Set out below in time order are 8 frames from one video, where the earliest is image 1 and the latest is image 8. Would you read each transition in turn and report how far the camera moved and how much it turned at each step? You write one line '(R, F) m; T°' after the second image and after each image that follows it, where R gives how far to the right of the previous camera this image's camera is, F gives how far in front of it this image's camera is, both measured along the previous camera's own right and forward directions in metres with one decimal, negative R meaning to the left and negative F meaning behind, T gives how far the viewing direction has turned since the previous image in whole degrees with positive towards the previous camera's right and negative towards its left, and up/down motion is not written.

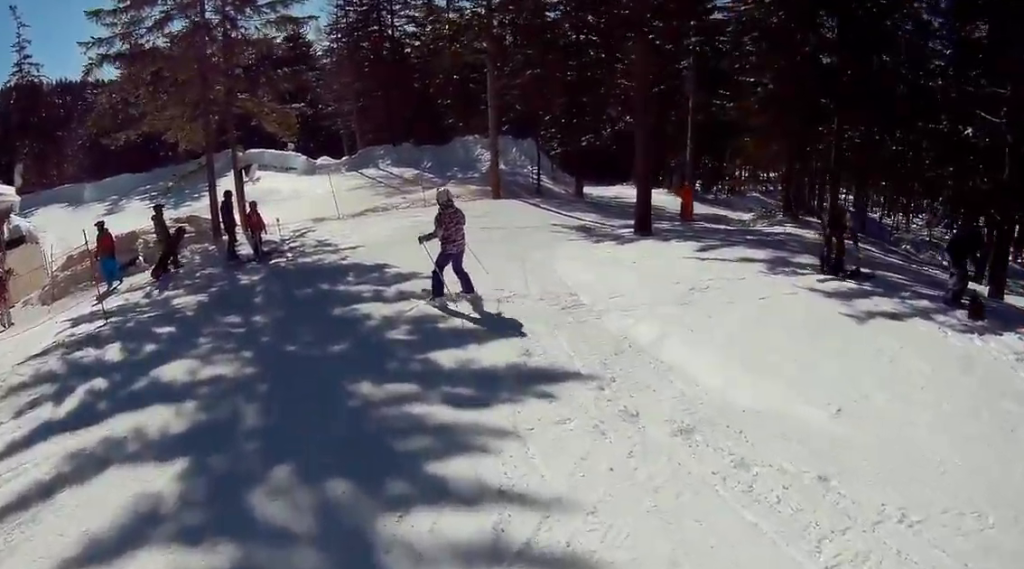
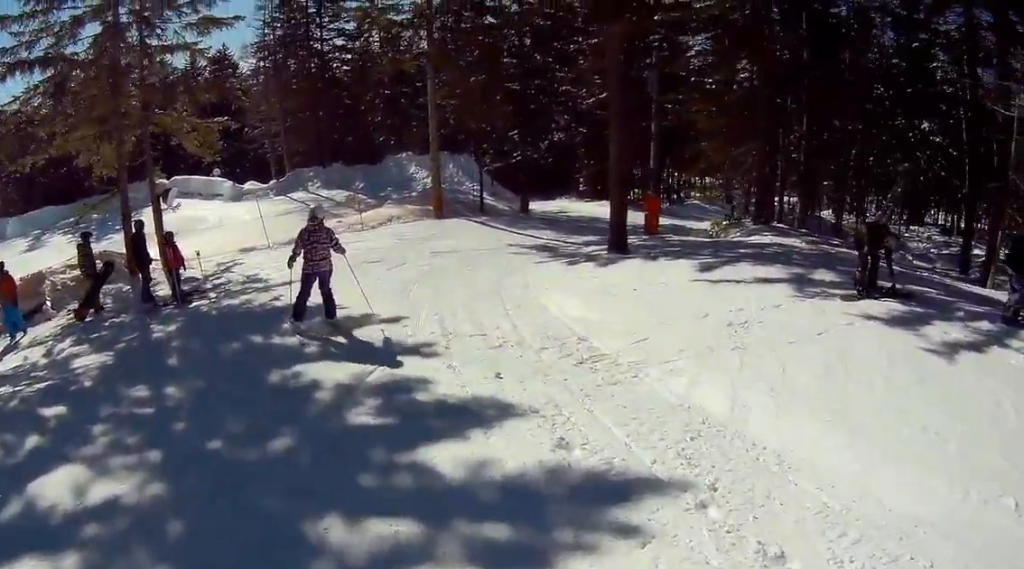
(0.0, +3.6) m; -1°
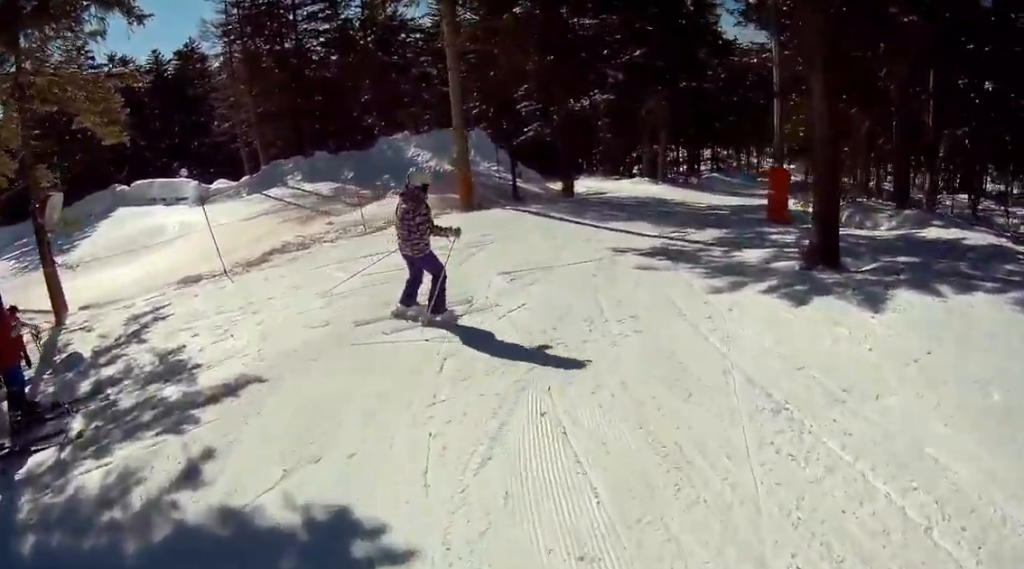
(+0.6, +7.6) m; +17°
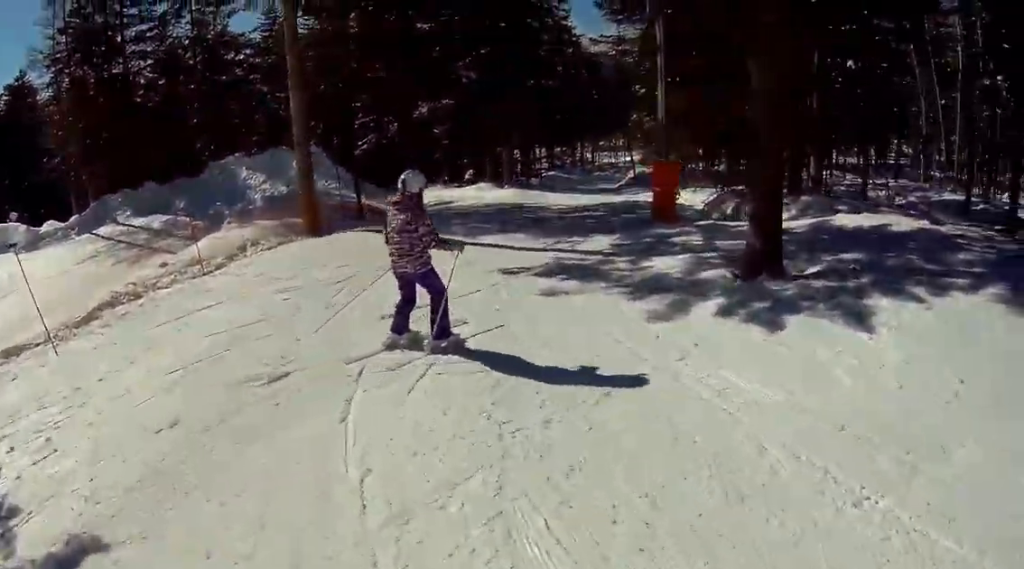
(+0.1, +1.9) m; +9°
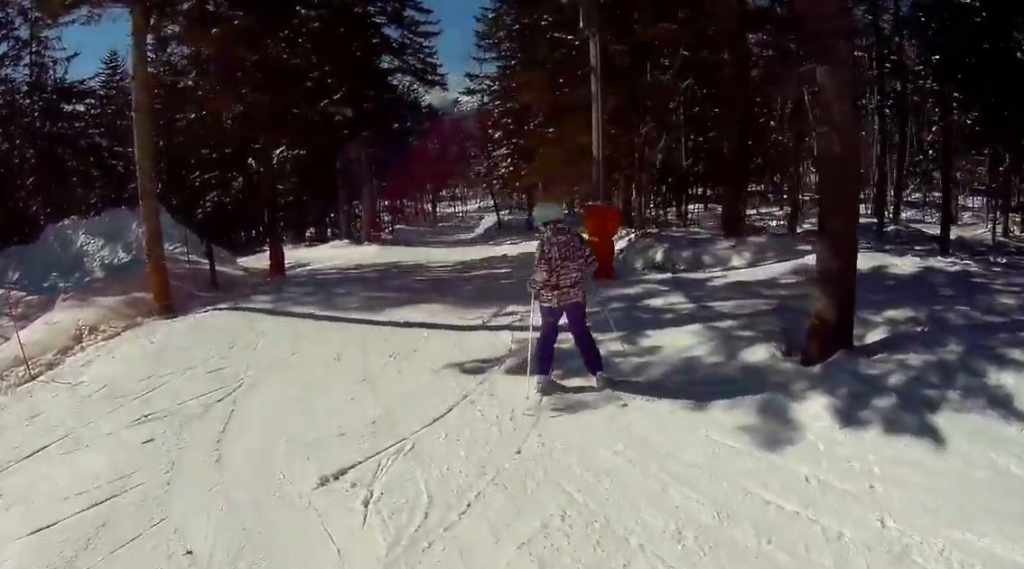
(0.0, +3.1) m; +24°
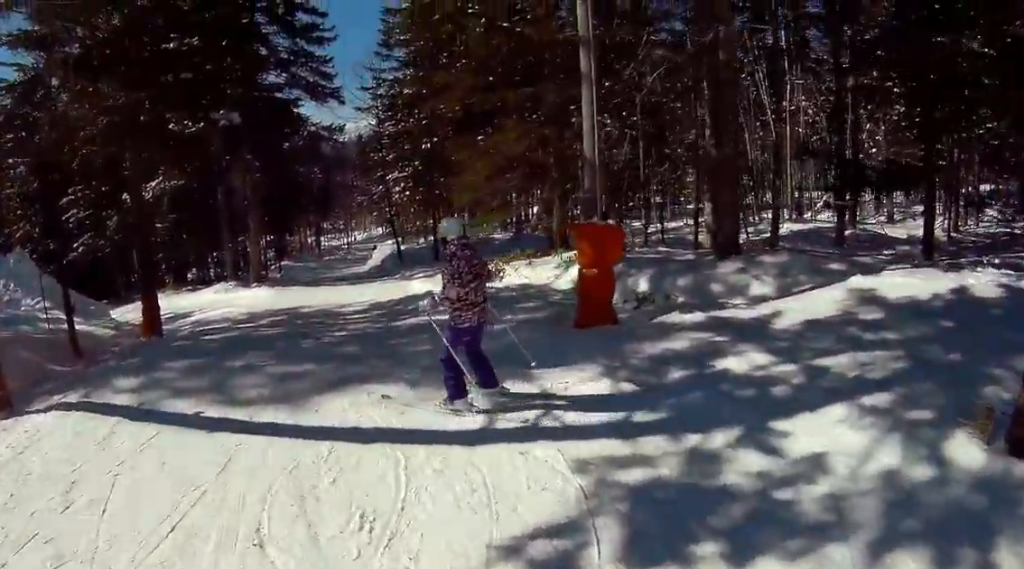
(+1.6, +2.0) m; +45°
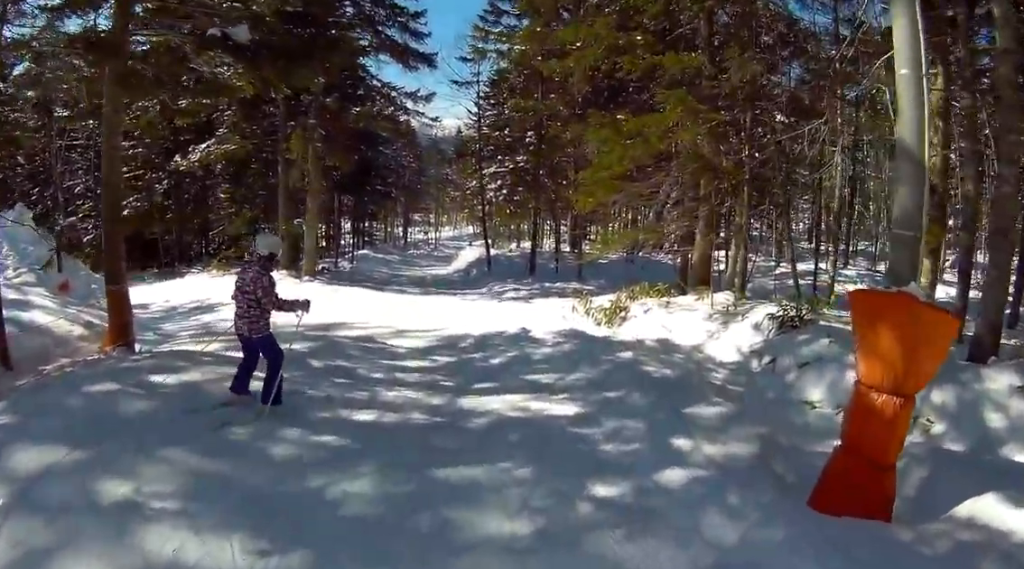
(-0.9, +3.9) m; -44°
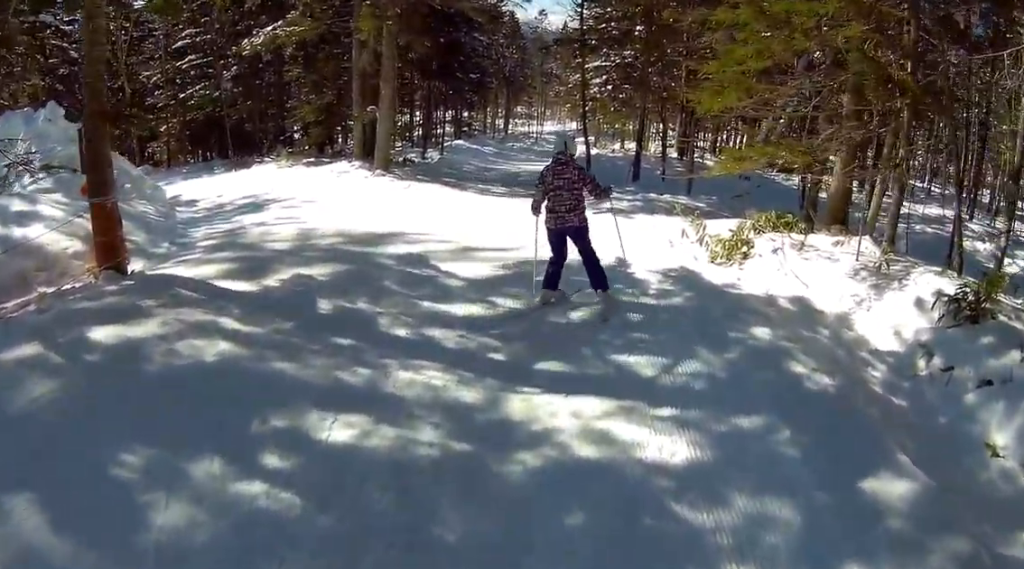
(-0.6, +3.0) m; -12°
